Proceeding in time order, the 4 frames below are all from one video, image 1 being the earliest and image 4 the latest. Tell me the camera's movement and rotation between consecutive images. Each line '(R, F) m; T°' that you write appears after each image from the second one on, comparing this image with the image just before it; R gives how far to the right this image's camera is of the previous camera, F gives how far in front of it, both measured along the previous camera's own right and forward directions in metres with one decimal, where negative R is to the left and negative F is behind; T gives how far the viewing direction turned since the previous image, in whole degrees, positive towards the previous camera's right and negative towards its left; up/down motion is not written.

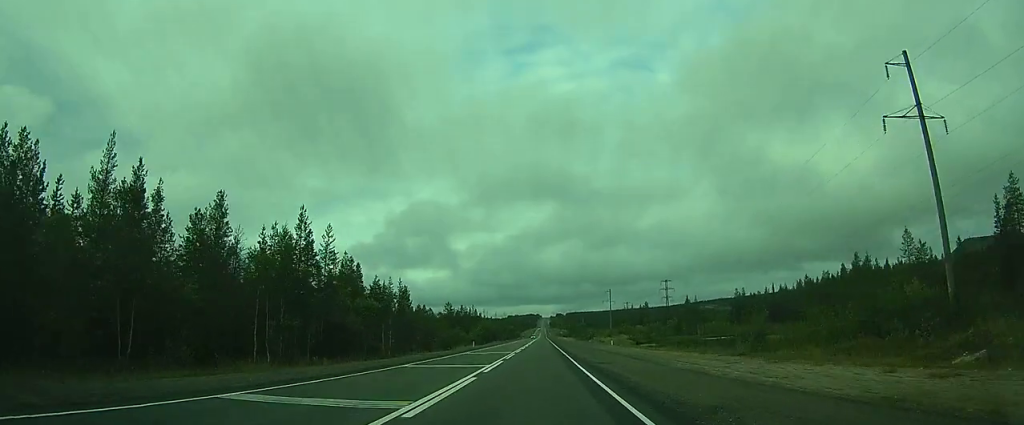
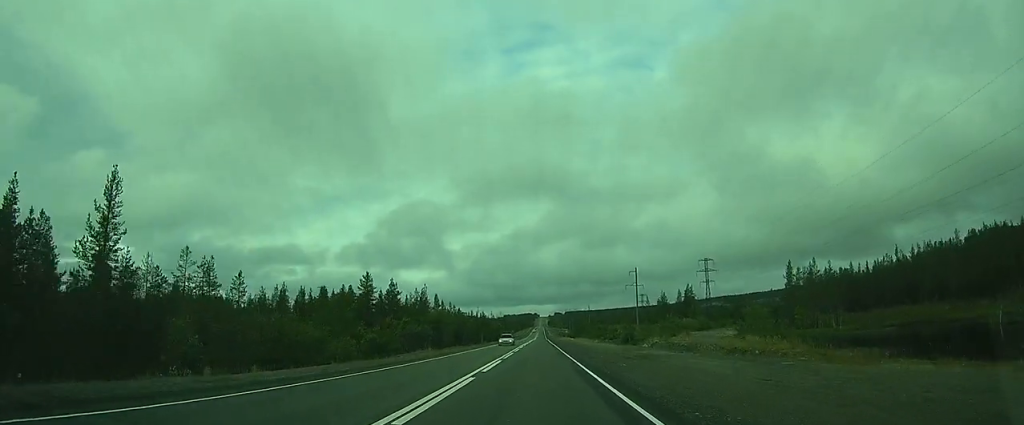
(+2.2, +67.3) m; +3°
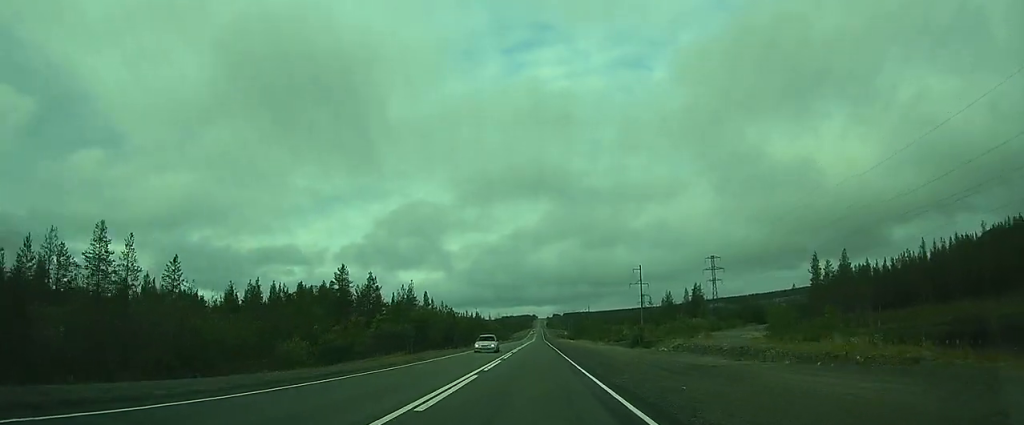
(0.0, +11.3) m; 0°
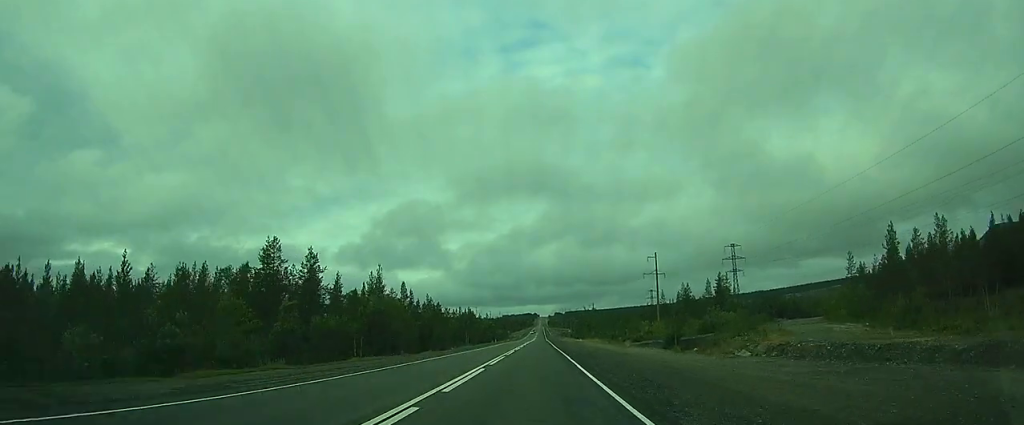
(+0.1, +22.6) m; 0°
